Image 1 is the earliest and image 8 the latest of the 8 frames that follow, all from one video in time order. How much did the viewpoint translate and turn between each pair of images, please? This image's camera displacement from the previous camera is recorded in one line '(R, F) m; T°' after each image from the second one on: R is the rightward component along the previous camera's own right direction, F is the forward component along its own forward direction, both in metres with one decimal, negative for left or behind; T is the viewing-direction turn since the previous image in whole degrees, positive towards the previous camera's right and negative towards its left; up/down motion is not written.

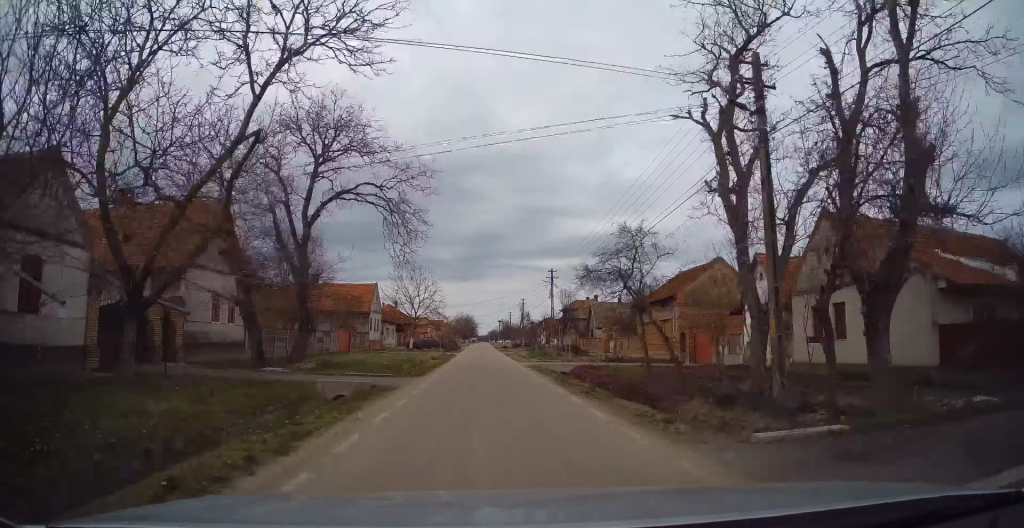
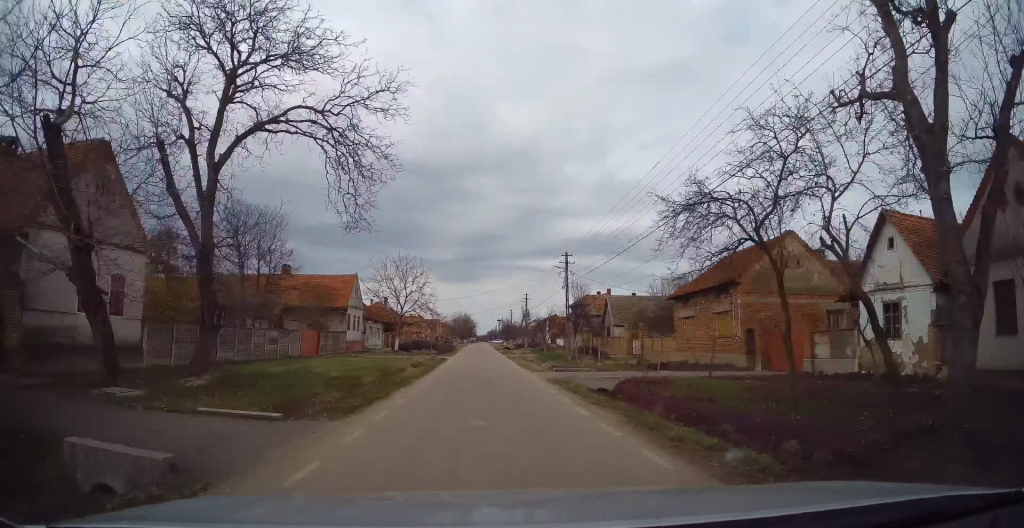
(0.0, +9.5) m; 0°
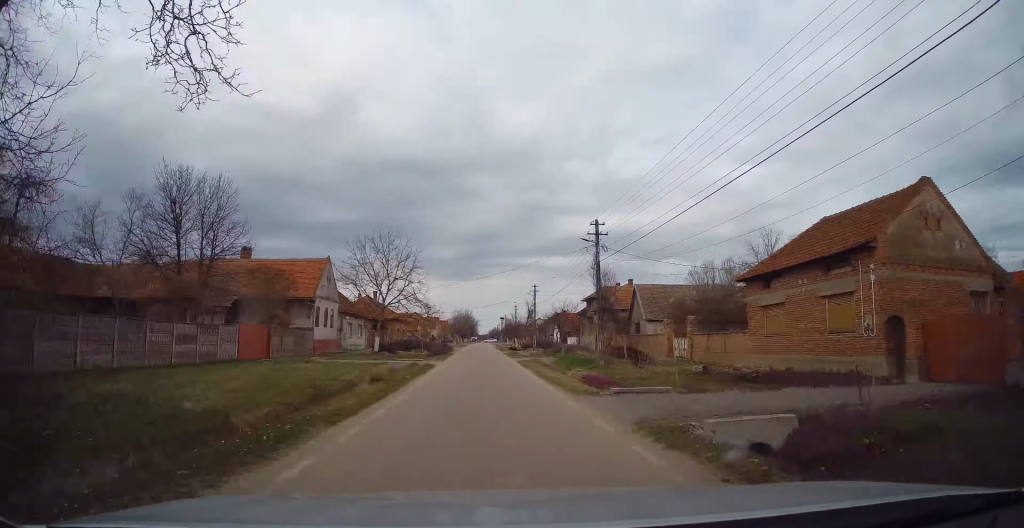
(-0.1, +10.2) m; -1°
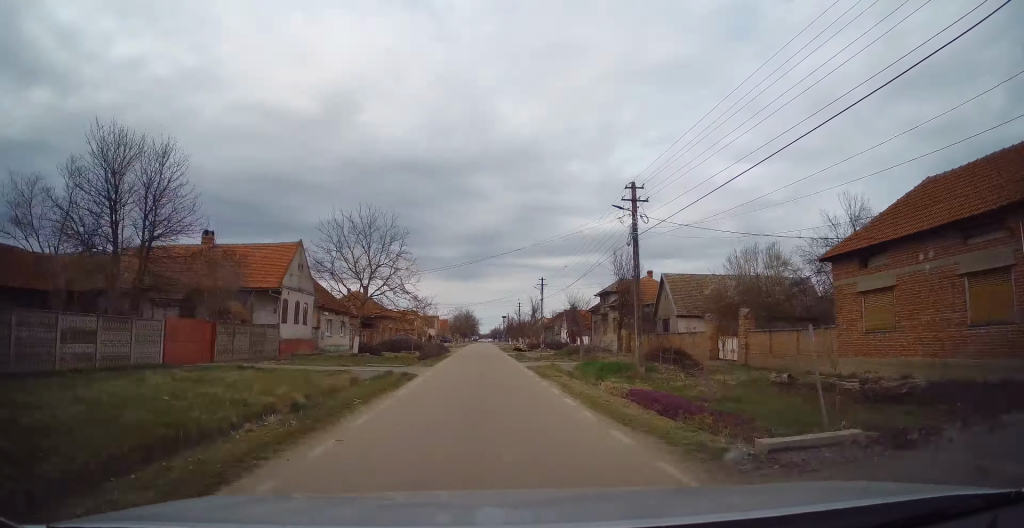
(0.0, +7.0) m; +1°
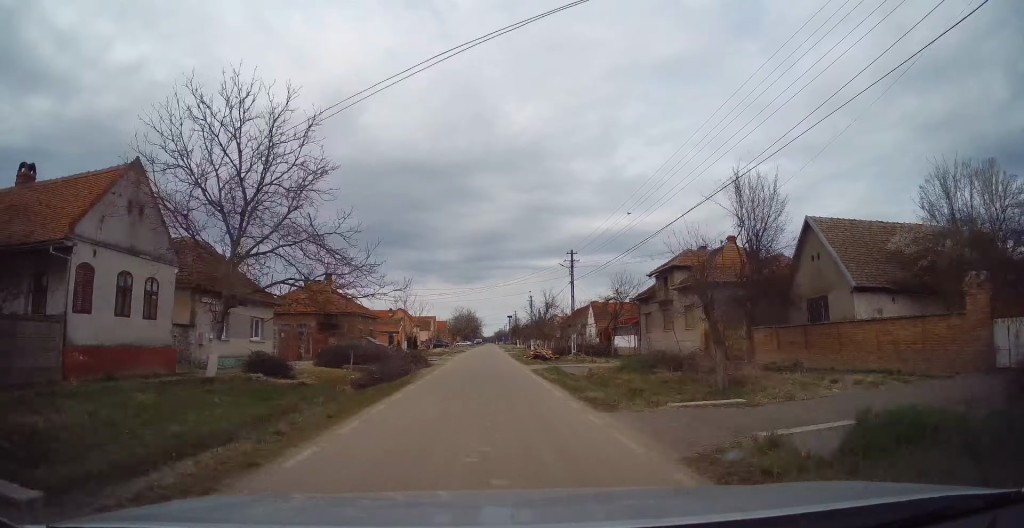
(+0.3, +18.9) m; -1°
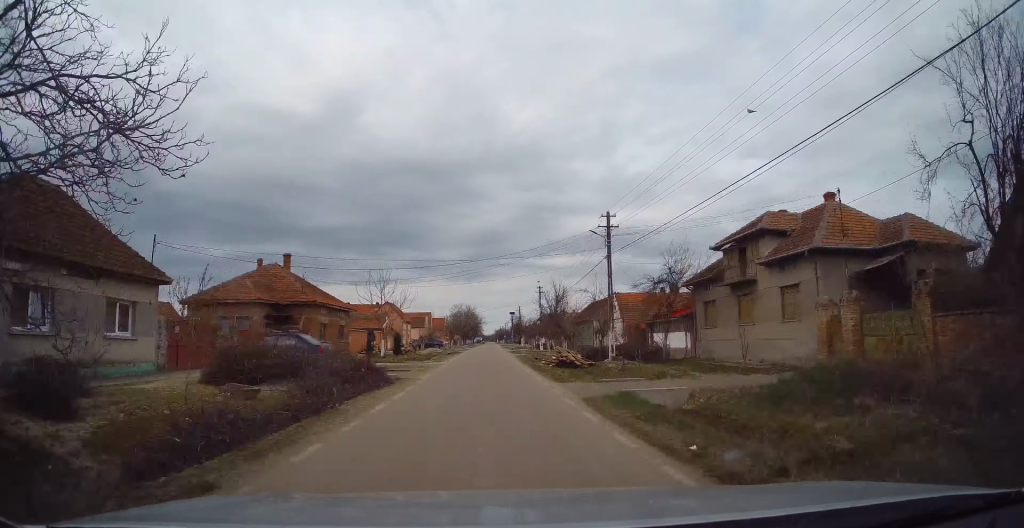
(-0.5, +12.0) m; 0°
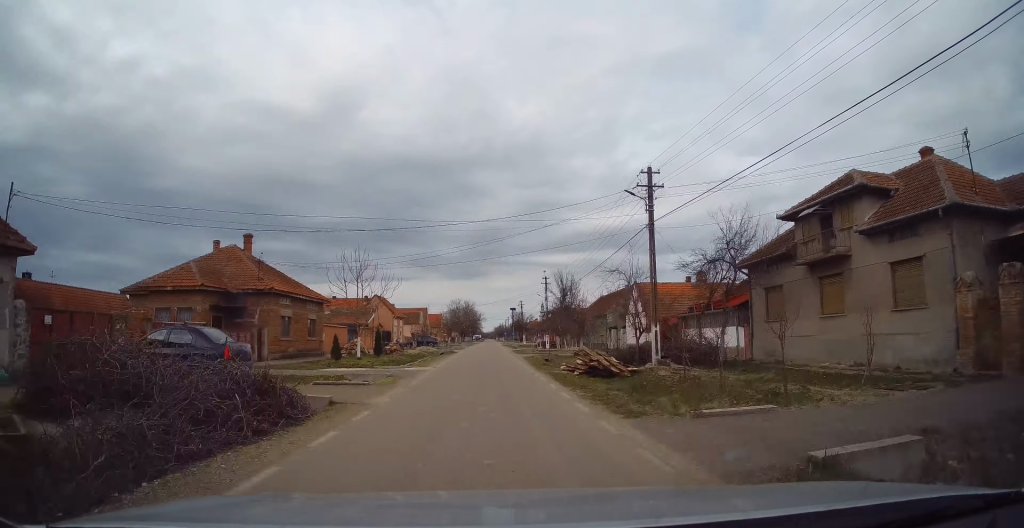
(+0.2, +7.4) m; +1°
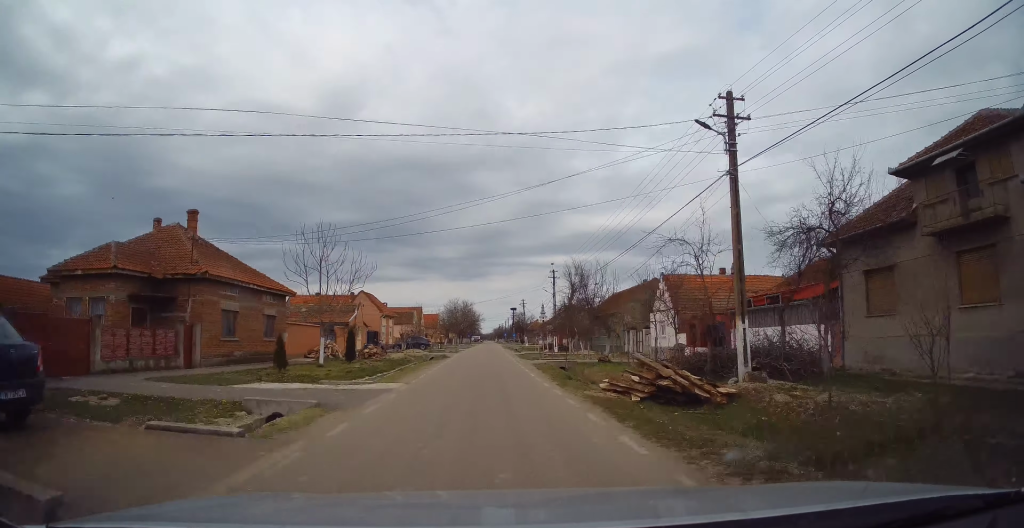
(+0.2, +7.5) m; +1°
